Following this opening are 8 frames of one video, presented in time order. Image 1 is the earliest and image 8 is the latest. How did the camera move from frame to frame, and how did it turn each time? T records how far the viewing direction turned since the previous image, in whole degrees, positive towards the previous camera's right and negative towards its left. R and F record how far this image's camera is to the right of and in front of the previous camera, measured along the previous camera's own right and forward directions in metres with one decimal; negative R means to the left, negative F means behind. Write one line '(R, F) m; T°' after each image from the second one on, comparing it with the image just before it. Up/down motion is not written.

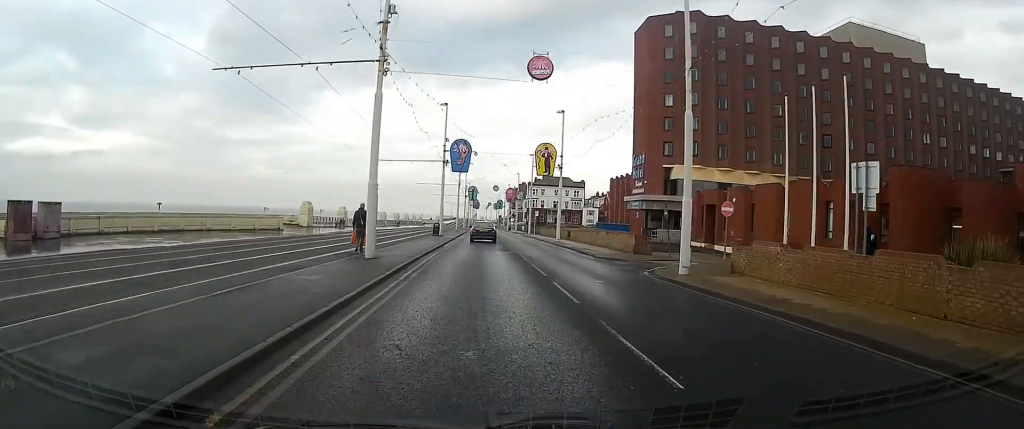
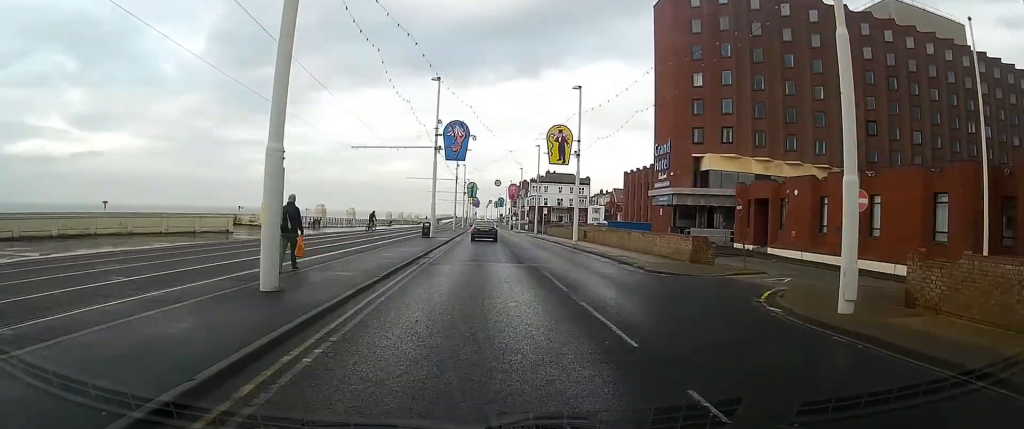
(0.0, +9.9) m; 0°
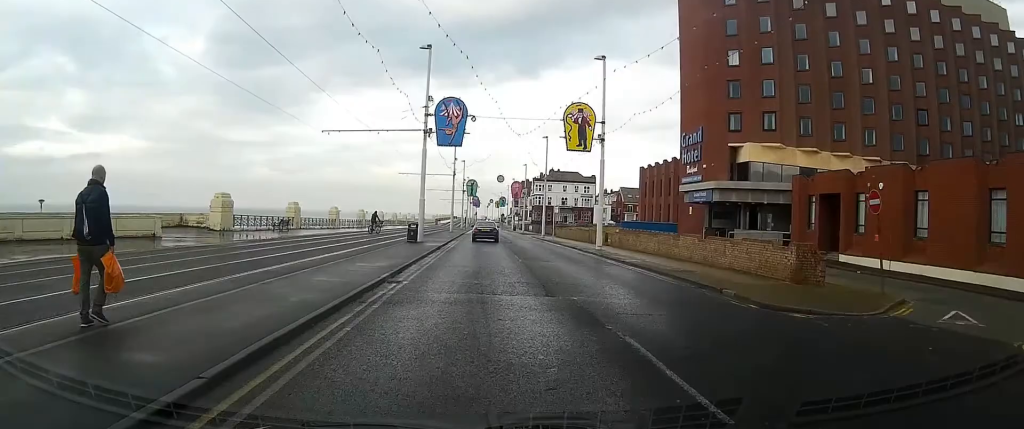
(-0.1, +9.0) m; 0°
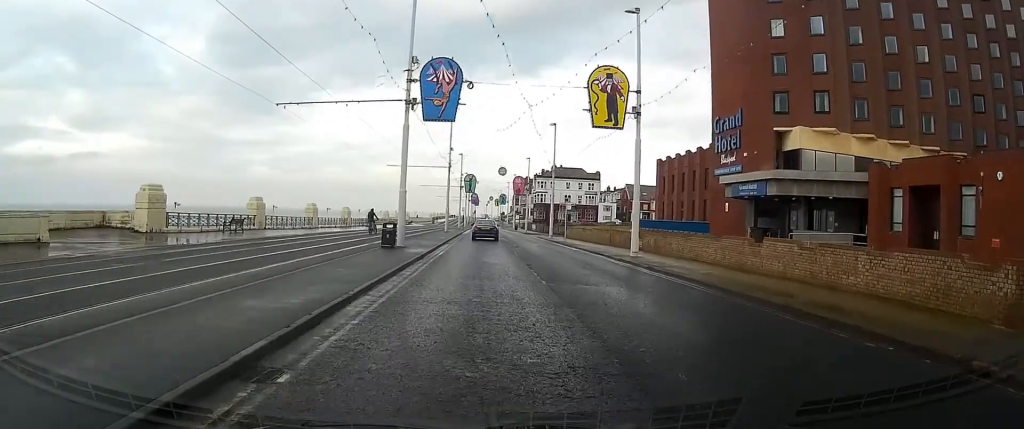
(+0.1, +8.6) m; +1°
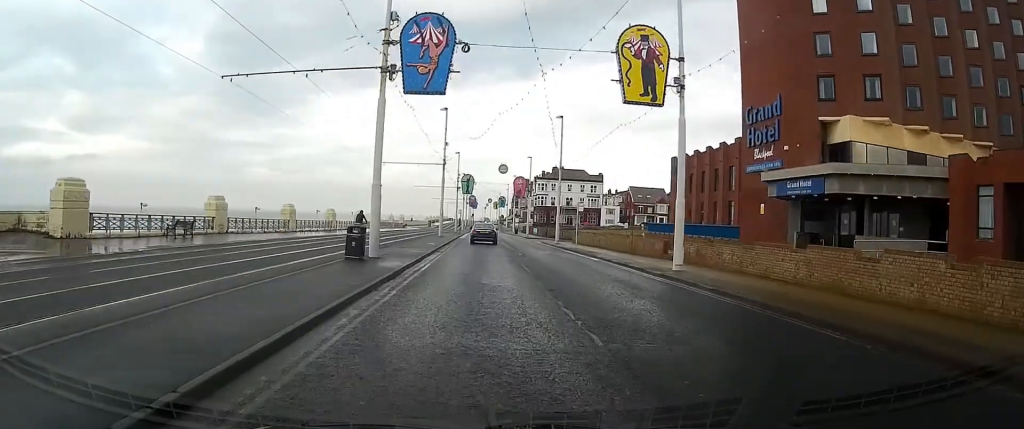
(0.0, +6.5) m; 0°
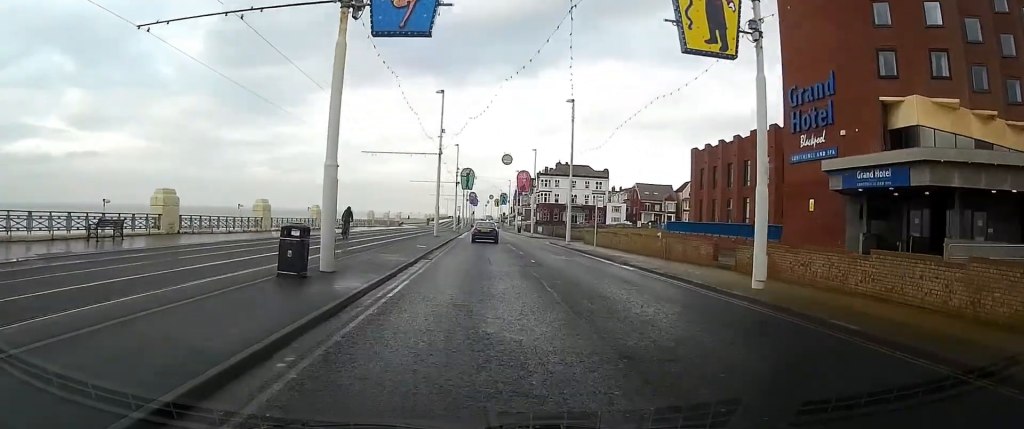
(0.0, +6.5) m; 0°
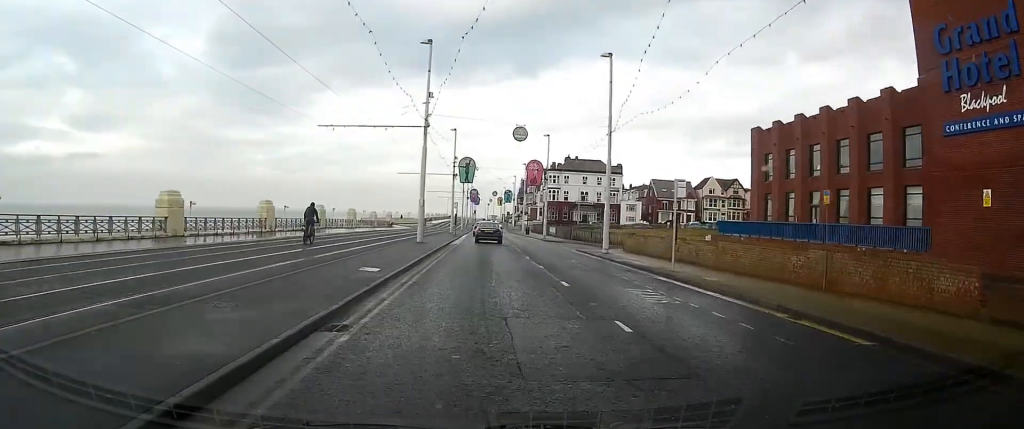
(0.0, +14.3) m; -1°
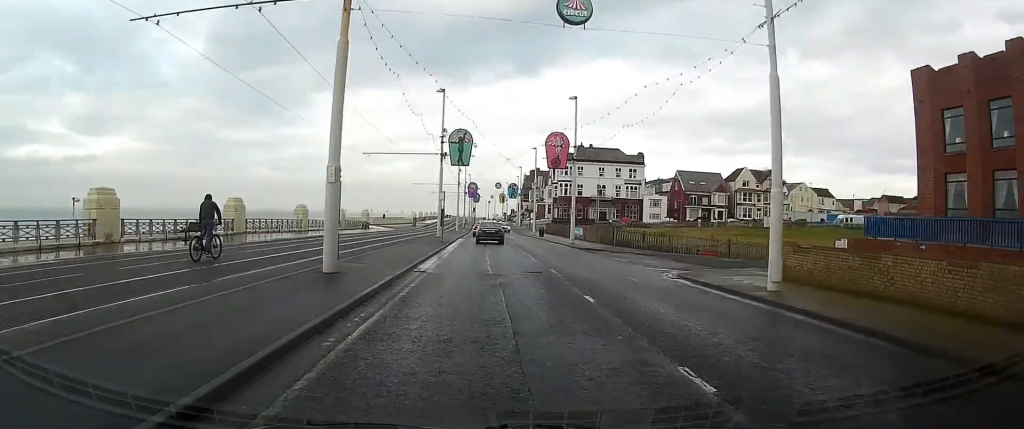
(-0.5, +20.8) m; -2°
